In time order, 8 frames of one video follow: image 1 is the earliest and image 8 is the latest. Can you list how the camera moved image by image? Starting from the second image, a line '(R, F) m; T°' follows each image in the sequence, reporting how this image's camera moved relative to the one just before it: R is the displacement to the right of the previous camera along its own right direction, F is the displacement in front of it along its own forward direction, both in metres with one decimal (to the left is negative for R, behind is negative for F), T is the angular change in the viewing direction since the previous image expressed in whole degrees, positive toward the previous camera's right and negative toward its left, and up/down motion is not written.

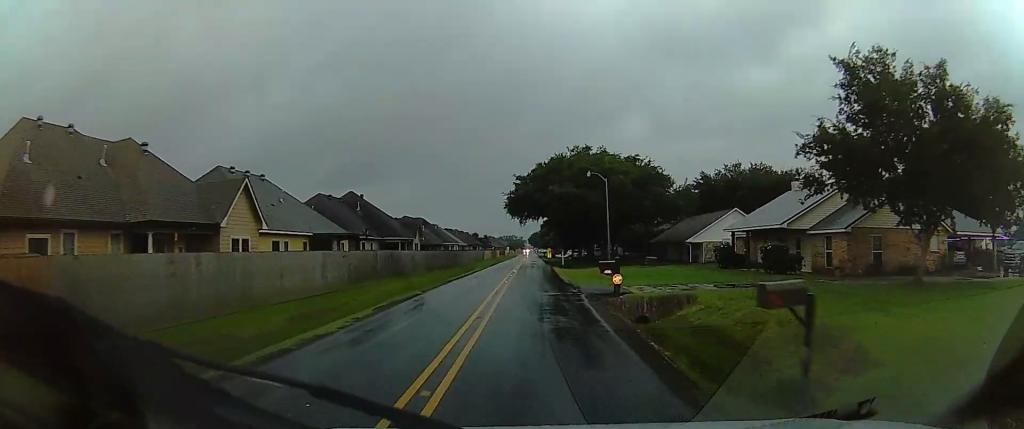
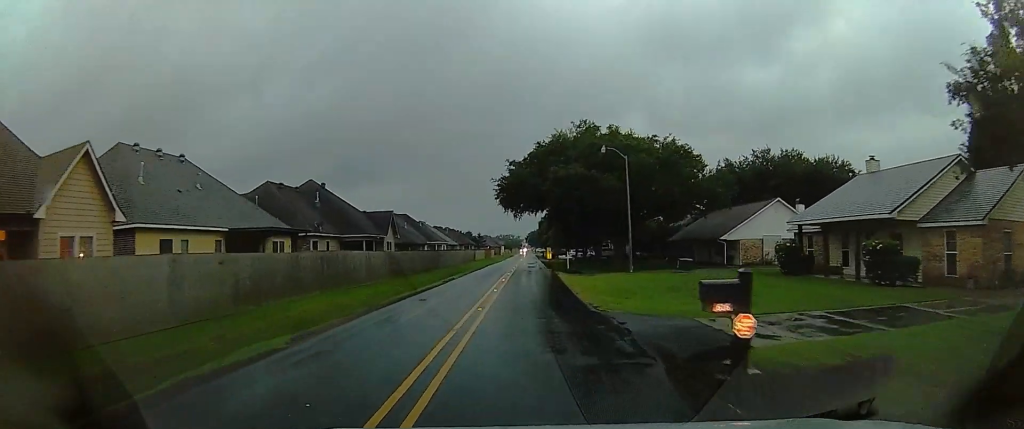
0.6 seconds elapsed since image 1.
(0.0, +11.6) m; 0°
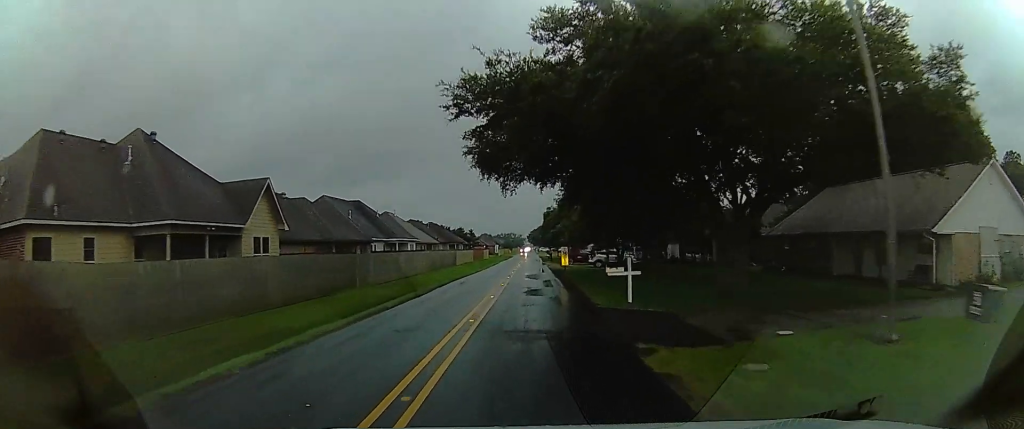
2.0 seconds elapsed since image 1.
(0.0, +26.2) m; 0°
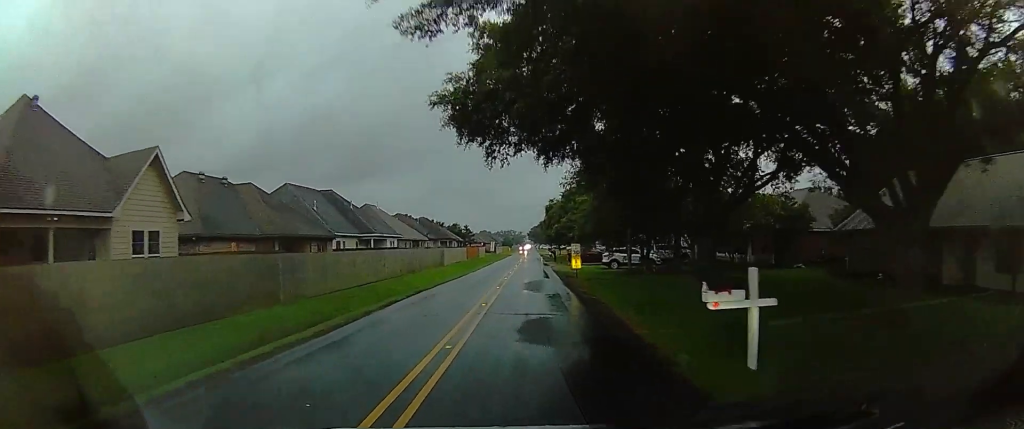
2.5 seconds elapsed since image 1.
(0.0, +9.8) m; 0°
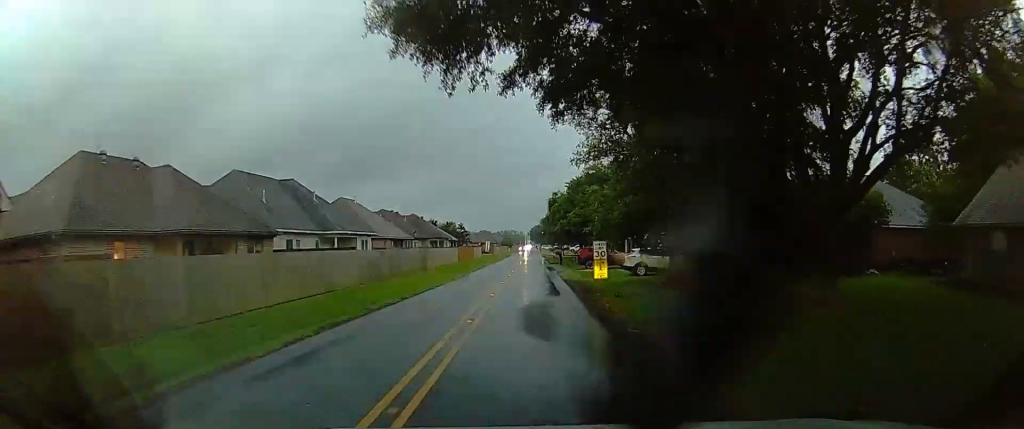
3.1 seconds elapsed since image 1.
(0.0, +9.6) m; 0°
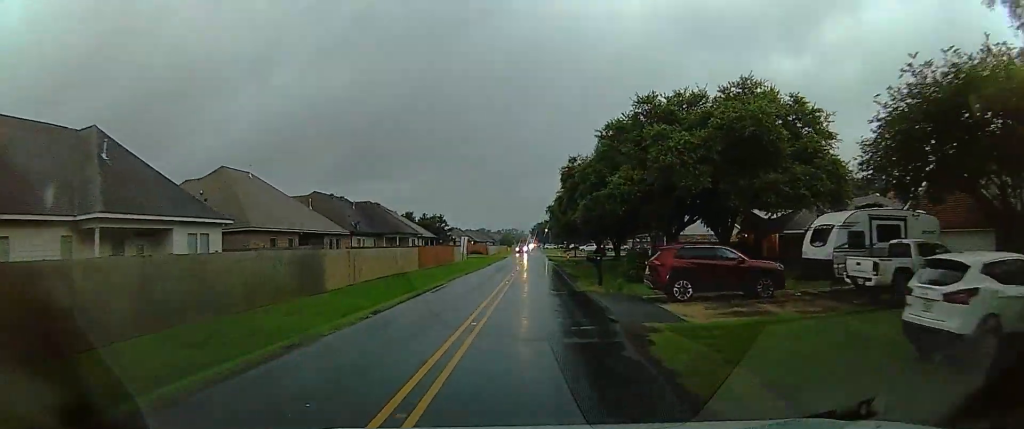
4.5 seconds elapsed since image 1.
(0.0, +25.5) m; 0°
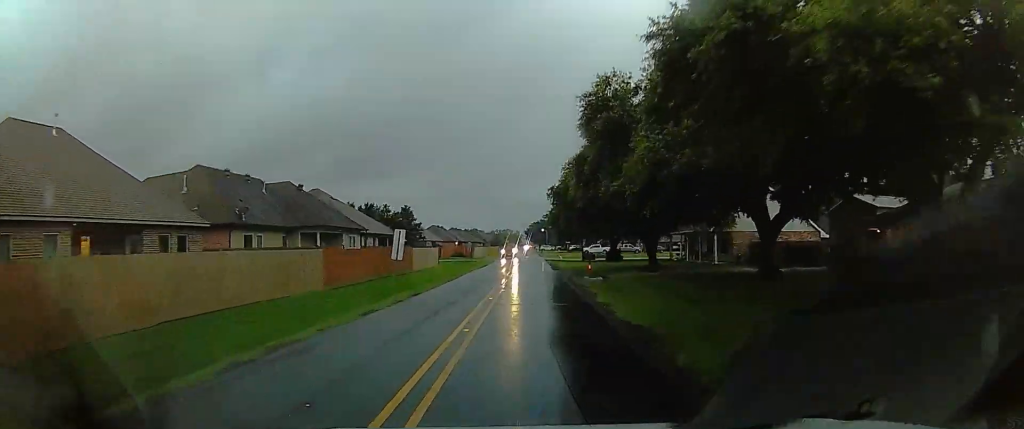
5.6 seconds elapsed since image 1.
(0.0, +19.7) m; 0°
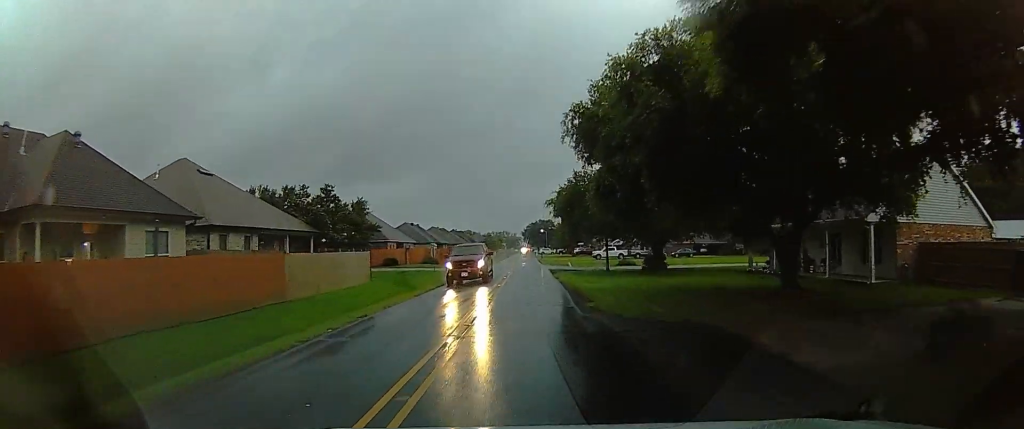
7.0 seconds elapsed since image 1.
(0.0, +23.1) m; 0°
